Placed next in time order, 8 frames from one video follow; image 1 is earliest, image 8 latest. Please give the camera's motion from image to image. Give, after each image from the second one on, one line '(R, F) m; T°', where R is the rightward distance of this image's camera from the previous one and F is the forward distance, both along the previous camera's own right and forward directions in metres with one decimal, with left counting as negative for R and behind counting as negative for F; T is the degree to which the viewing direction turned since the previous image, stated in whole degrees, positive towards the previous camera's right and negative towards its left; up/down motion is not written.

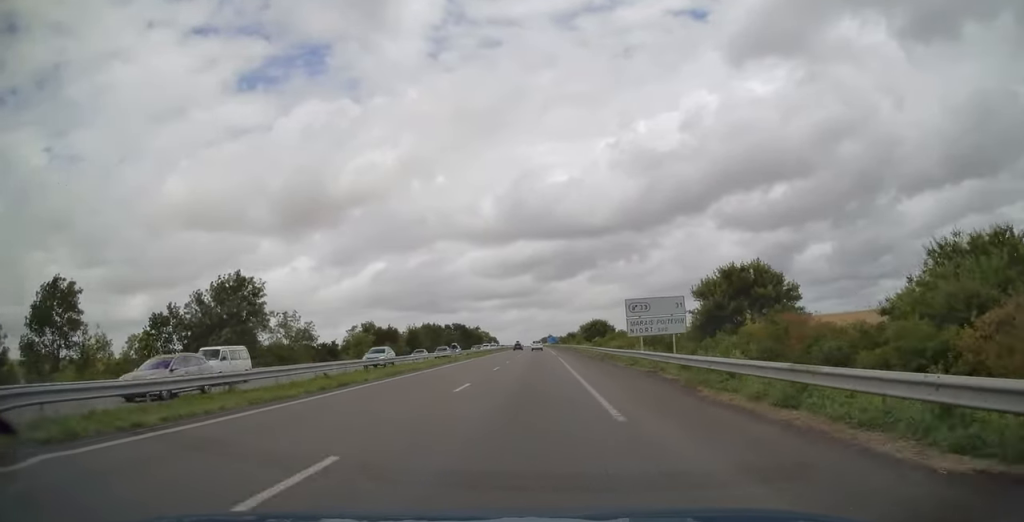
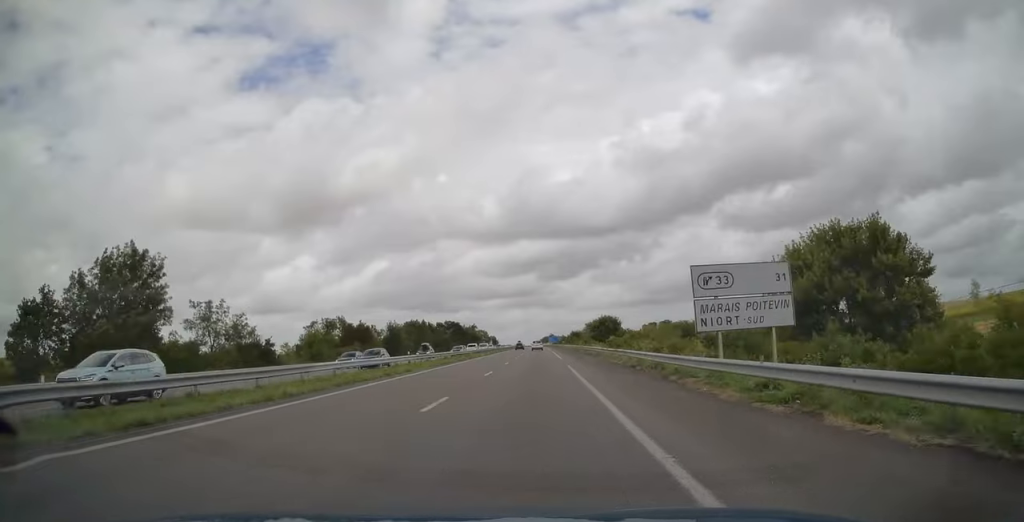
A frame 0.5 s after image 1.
(-0.1, +17.7) m; 0°
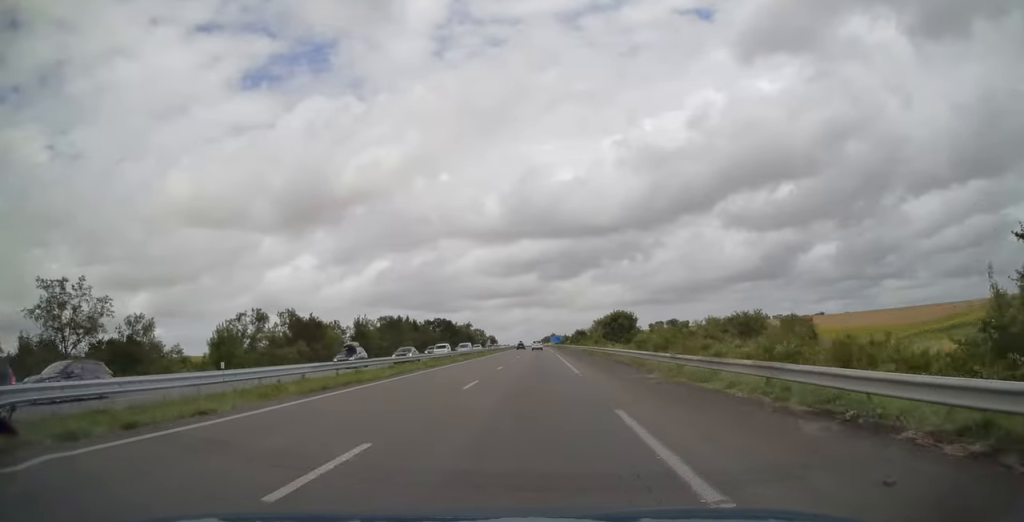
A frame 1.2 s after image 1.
(0.0, +19.9) m; 0°
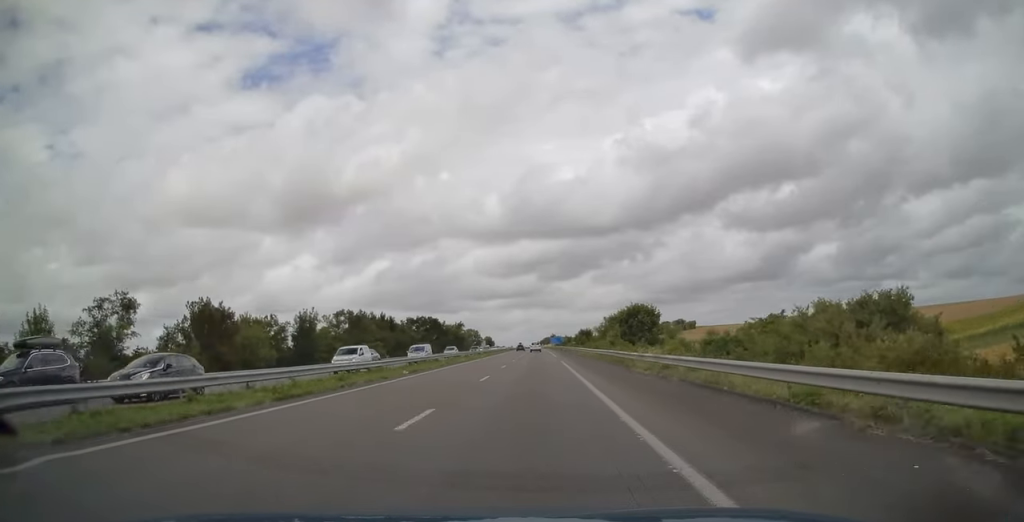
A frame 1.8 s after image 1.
(+0.1, +21.0) m; 0°
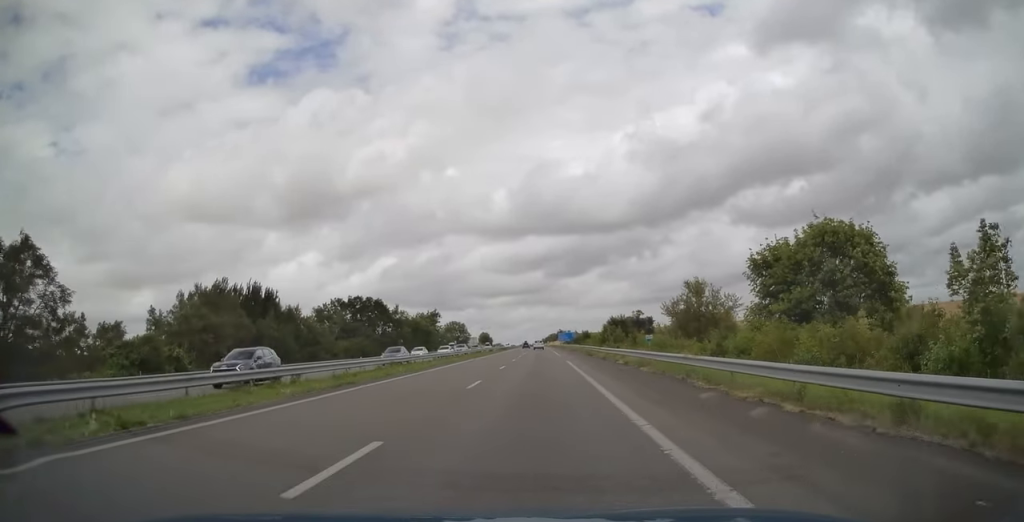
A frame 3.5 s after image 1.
(-0.2, +56.1) m; 0°
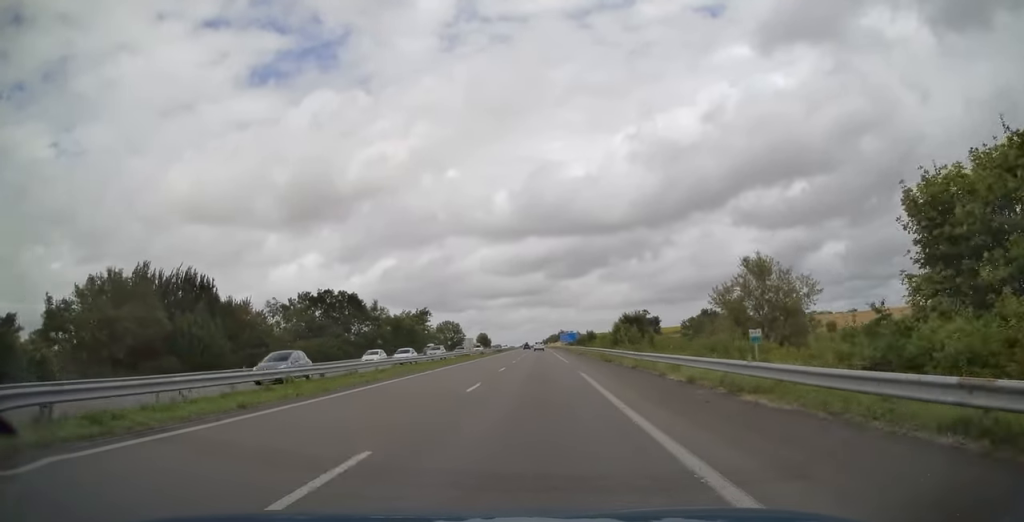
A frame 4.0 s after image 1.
(+0.1, +13.5) m; 0°
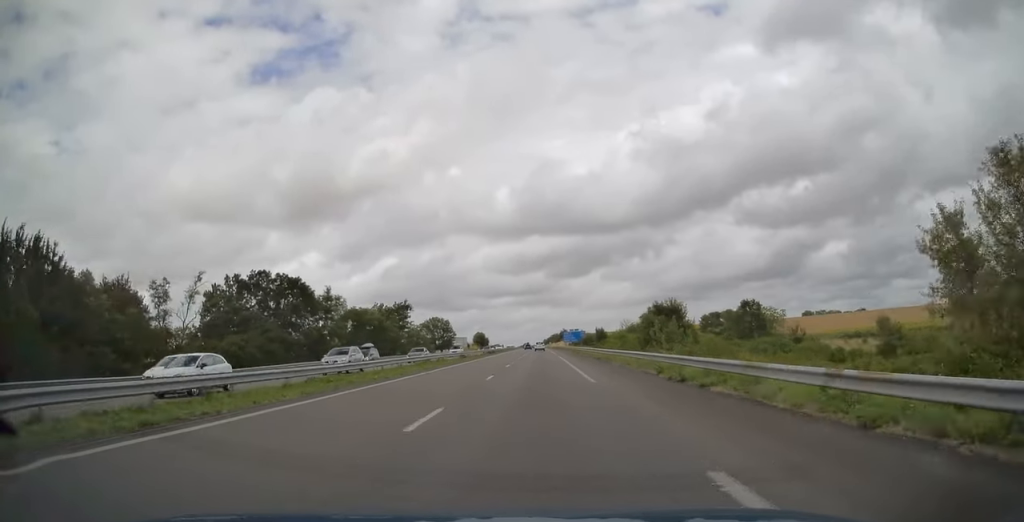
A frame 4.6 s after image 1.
(0.0, +20.5) m; 0°
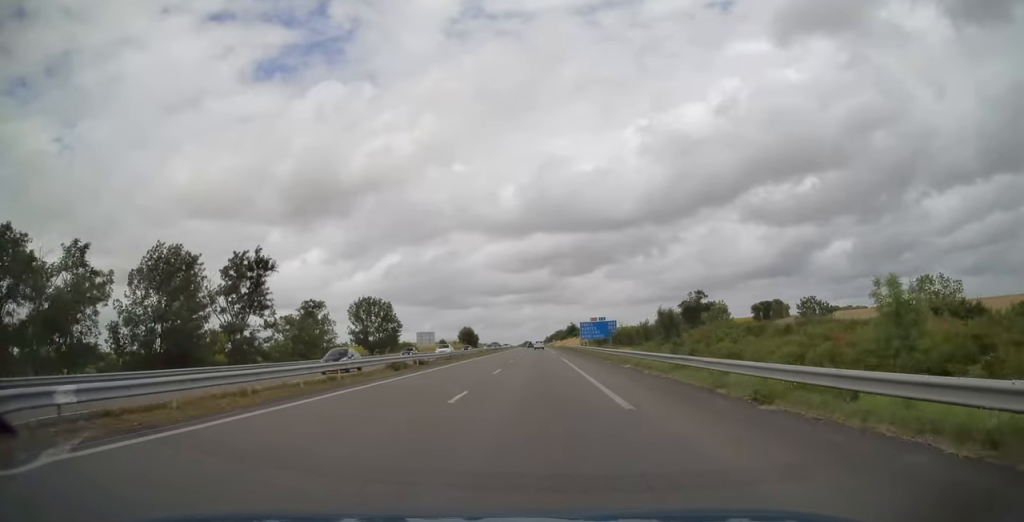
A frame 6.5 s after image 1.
(-0.1, +60.4) m; 0°
